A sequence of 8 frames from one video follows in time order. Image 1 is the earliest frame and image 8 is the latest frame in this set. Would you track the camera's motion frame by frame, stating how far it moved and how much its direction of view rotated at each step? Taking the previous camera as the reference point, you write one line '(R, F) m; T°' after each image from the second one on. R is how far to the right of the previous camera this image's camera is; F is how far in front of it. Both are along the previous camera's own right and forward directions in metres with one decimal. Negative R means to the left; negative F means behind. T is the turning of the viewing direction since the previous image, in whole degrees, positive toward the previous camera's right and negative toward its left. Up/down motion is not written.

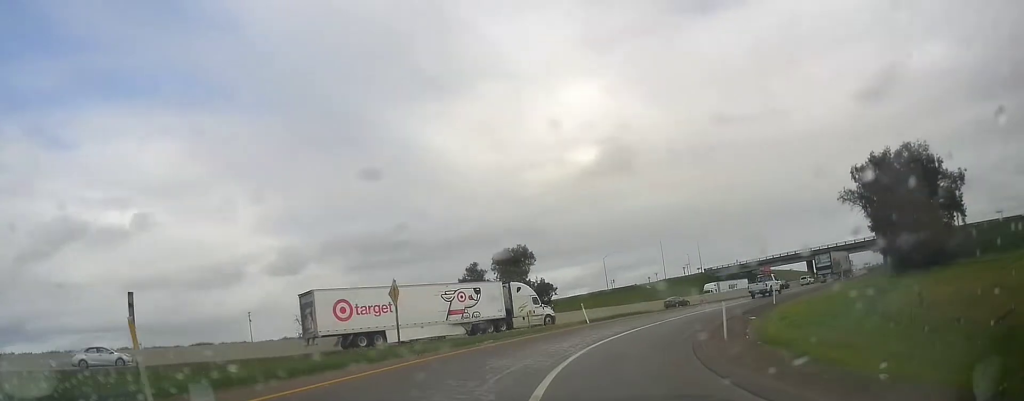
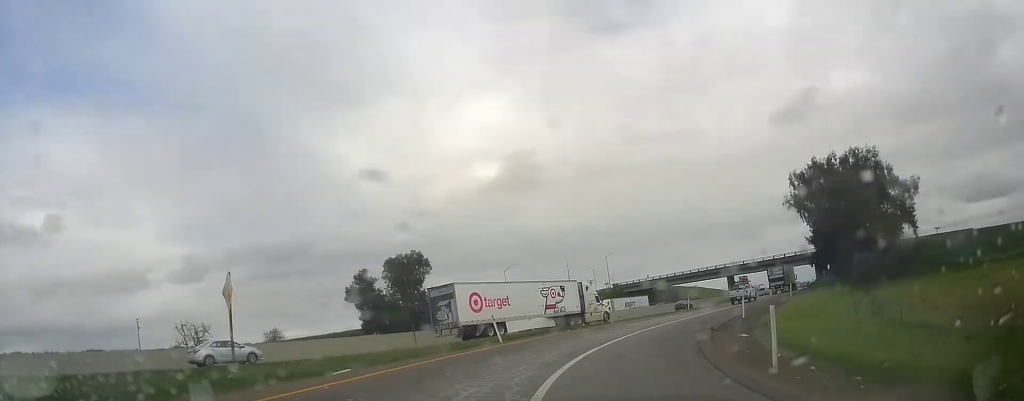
(+0.7, +10.6) m; +10°
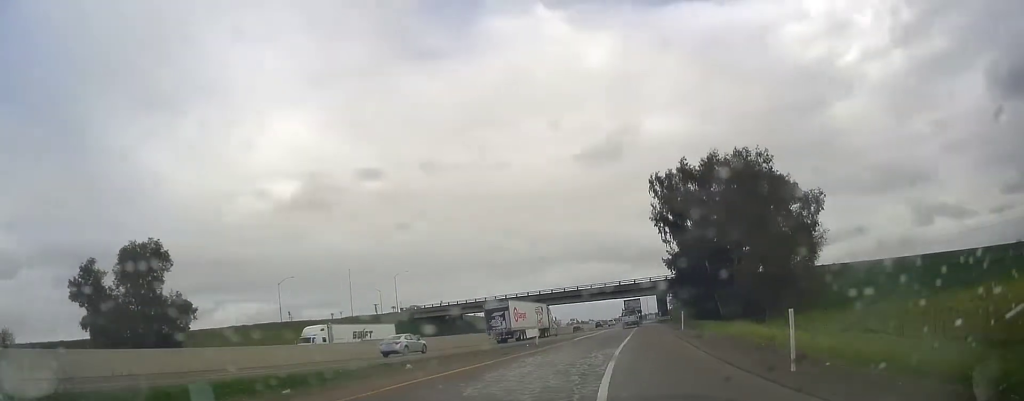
(+4.1, +21.4) m; +22°
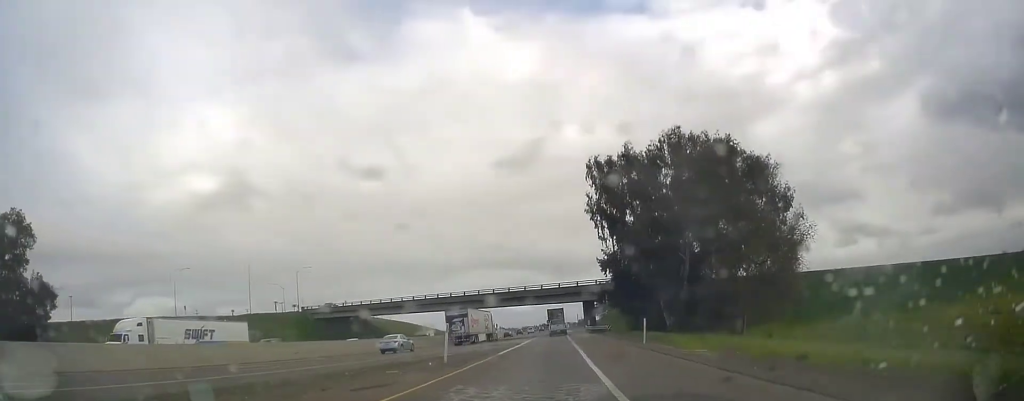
(+1.0, +11.1) m; +7°
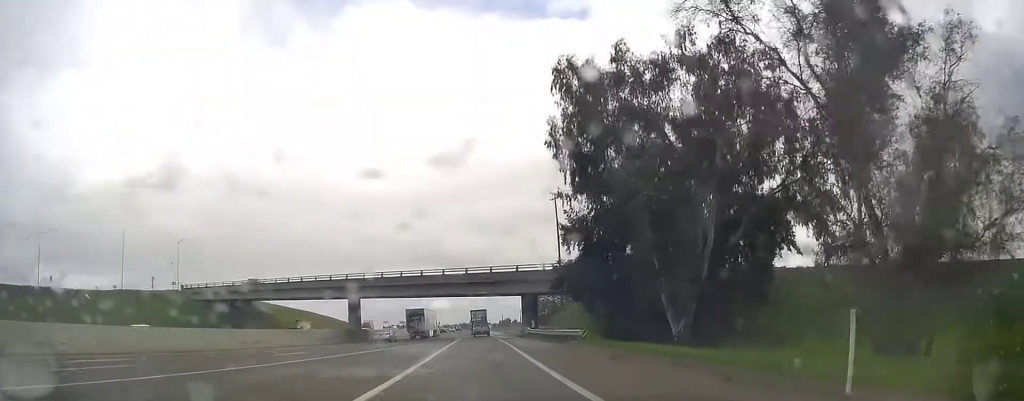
(+2.5, +23.6) m; +12°
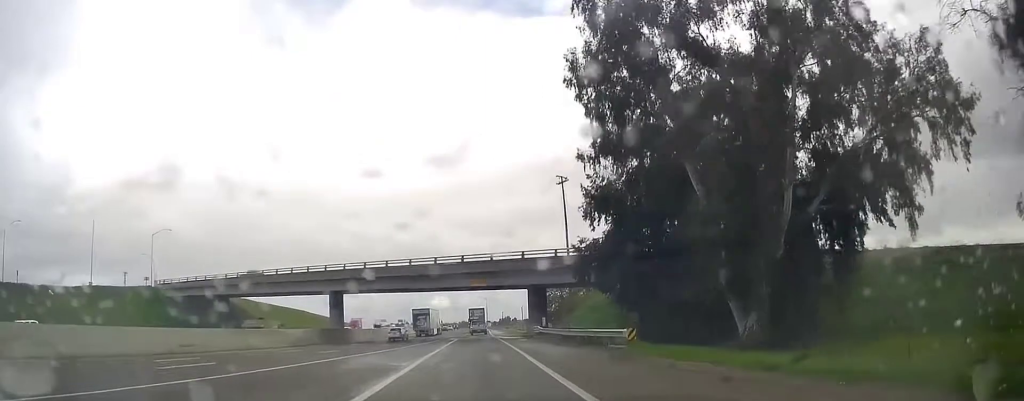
(+0.5, +9.1) m; +4°
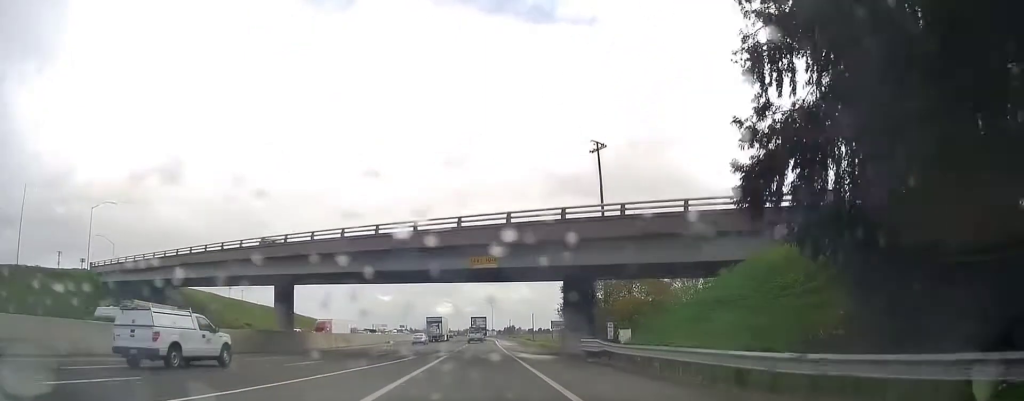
(+0.7, +21.6) m; +4°
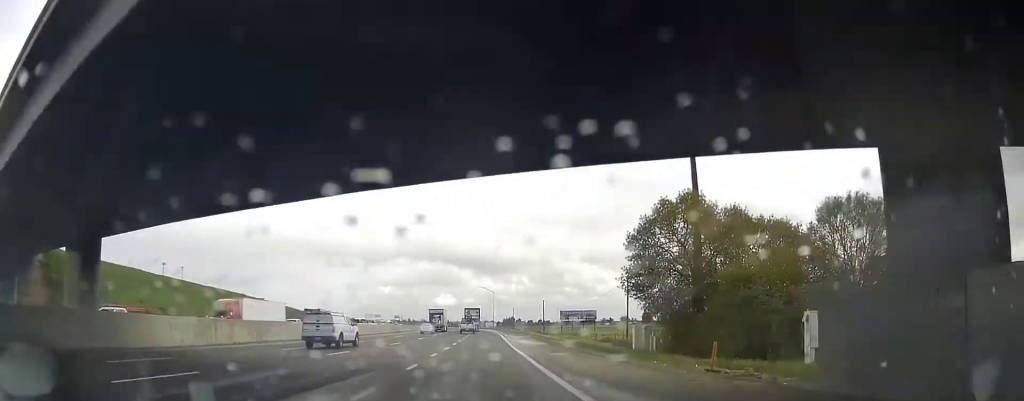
(0.0, +28.8) m; -1°
